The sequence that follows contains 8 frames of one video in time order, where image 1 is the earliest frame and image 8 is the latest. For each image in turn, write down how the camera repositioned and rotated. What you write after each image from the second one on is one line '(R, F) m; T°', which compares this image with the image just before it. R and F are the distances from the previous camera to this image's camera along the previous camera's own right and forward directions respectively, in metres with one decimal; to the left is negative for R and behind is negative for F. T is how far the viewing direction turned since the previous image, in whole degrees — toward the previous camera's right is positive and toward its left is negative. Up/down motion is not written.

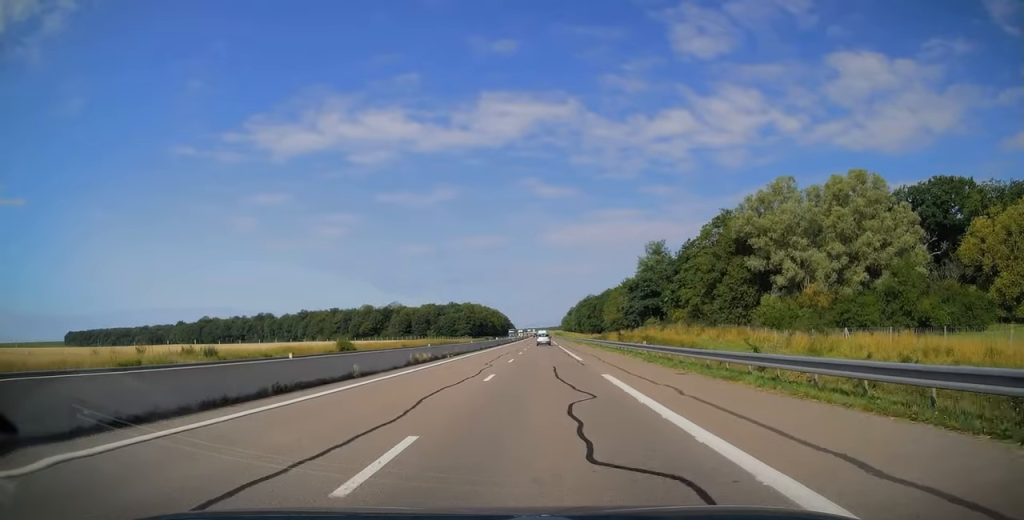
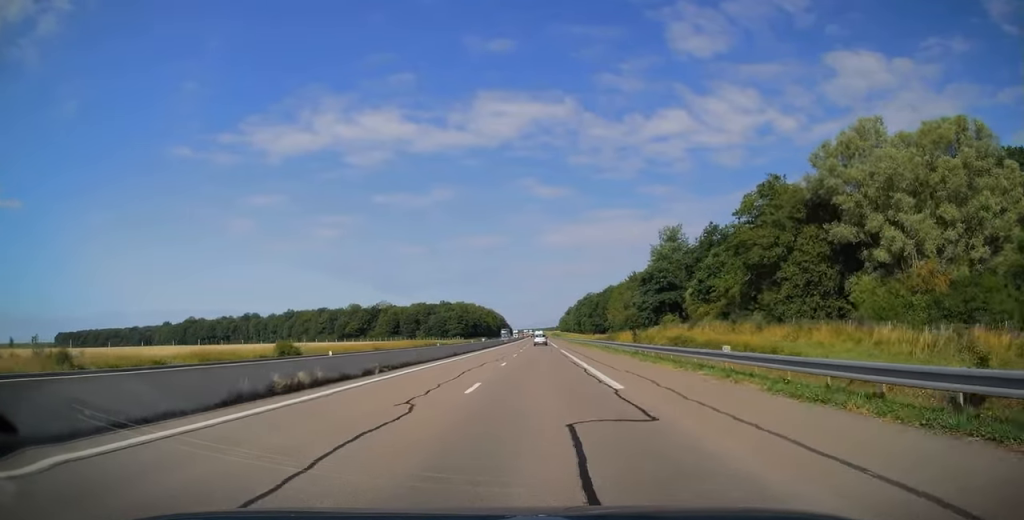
(+0.1, +18.7) m; 0°
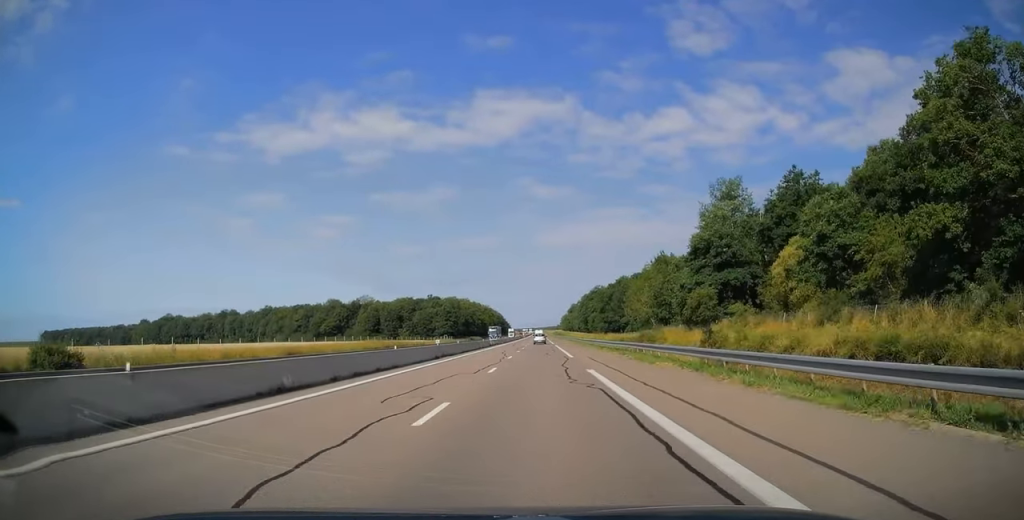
(-0.2, +33.8) m; 0°
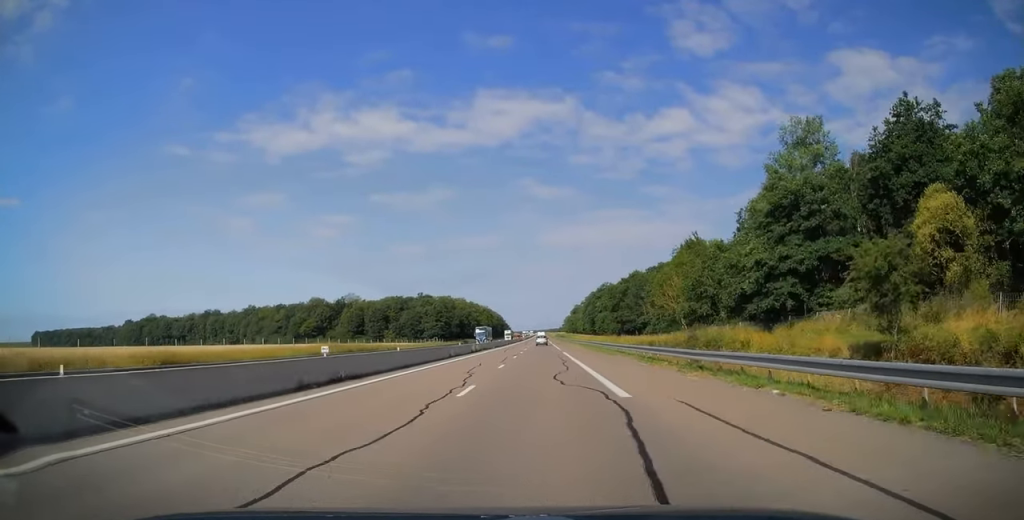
(+0.2, +22.5) m; 0°
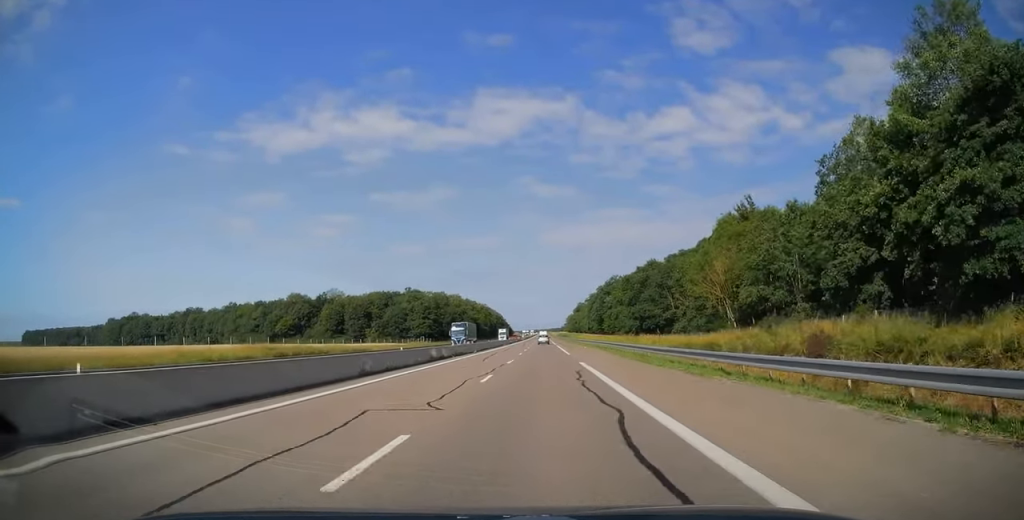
(0.0, +22.1) m; 0°
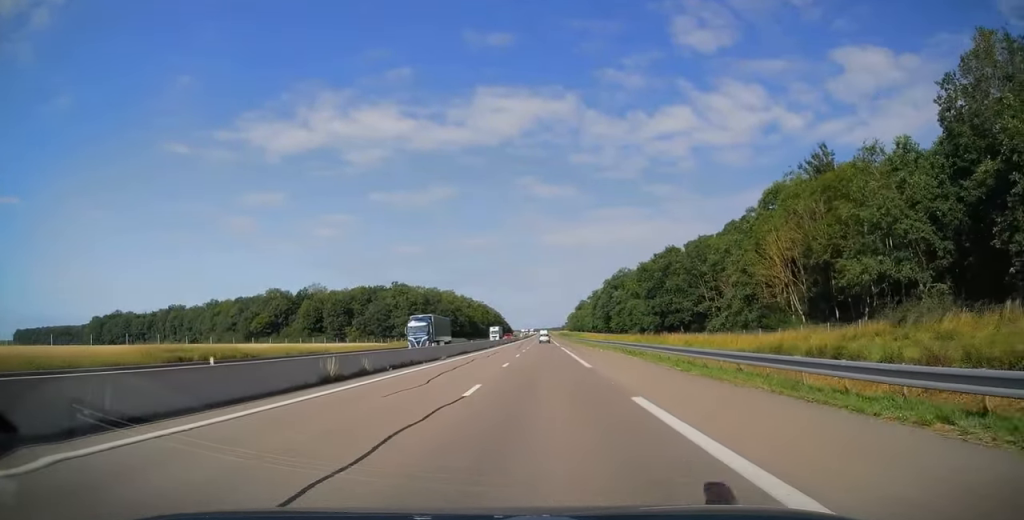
(0.0, +18.0) m; 0°
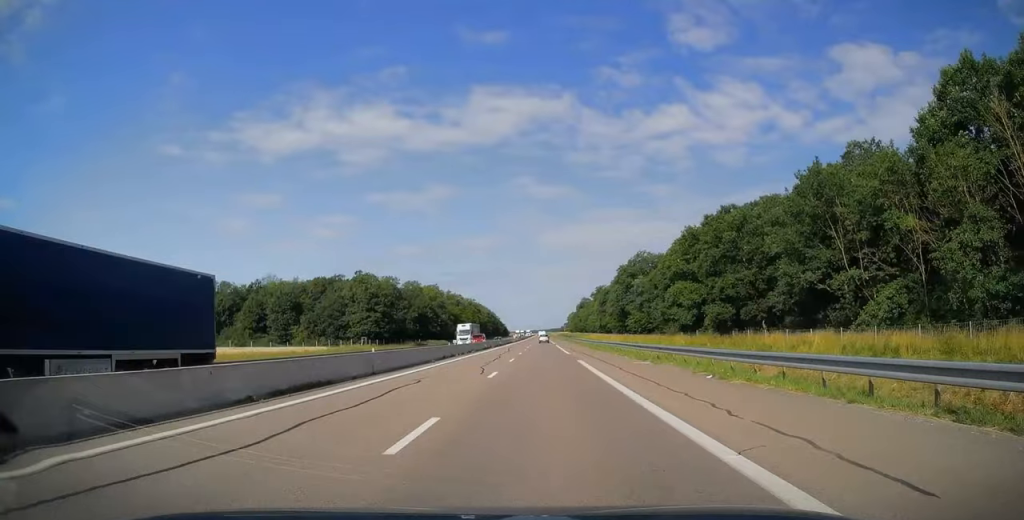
(-0.1, +33.4) m; 0°
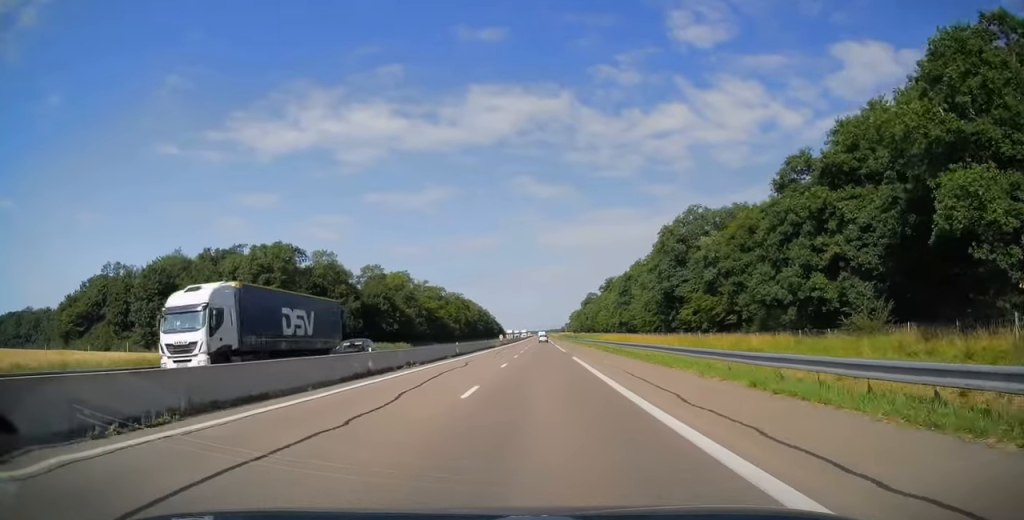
(+0.2, +46.0) m; 0°
